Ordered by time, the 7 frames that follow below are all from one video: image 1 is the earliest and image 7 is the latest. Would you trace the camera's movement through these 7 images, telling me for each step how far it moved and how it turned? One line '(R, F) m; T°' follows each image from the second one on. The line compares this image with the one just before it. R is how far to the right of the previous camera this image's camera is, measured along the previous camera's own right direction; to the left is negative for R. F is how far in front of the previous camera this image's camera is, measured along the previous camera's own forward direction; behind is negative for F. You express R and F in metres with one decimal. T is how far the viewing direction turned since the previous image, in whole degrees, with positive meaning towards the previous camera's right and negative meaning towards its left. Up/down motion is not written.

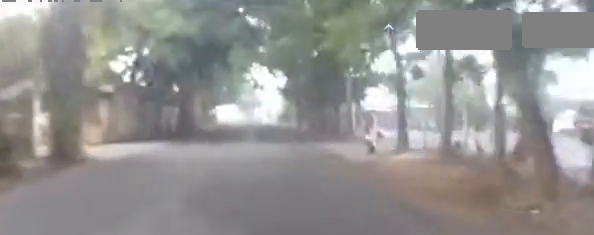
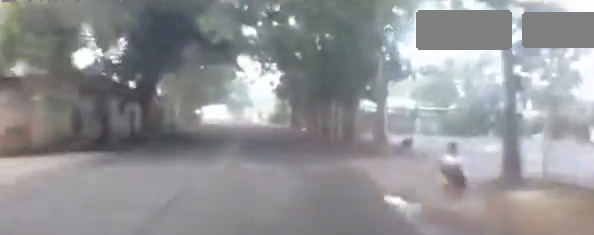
(-0.1, +5.6) m; -4°
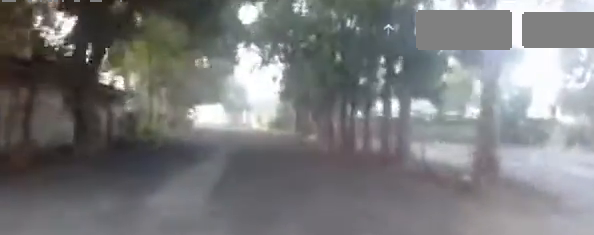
(-0.2, +5.7) m; -2°
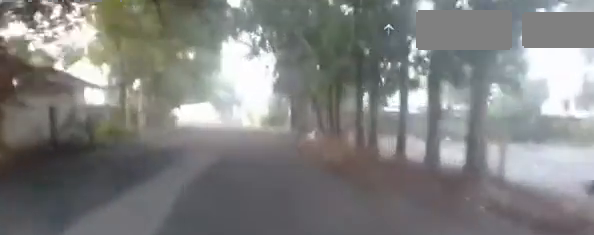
(-0.2, +4.2) m; -1°
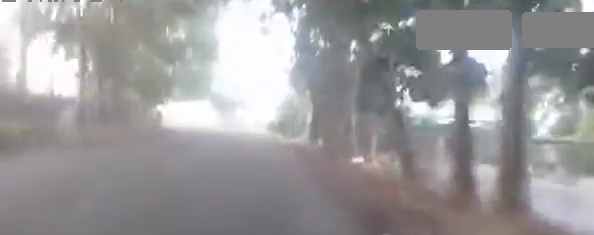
(+0.3, +10.5) m; +3°
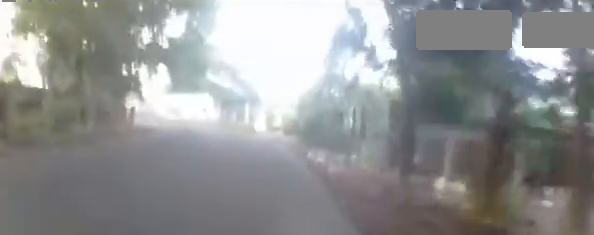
(0.0, +13.6) m; -1°
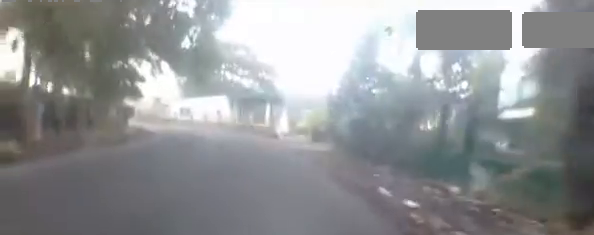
(0.0, +5.6) m; -2°
